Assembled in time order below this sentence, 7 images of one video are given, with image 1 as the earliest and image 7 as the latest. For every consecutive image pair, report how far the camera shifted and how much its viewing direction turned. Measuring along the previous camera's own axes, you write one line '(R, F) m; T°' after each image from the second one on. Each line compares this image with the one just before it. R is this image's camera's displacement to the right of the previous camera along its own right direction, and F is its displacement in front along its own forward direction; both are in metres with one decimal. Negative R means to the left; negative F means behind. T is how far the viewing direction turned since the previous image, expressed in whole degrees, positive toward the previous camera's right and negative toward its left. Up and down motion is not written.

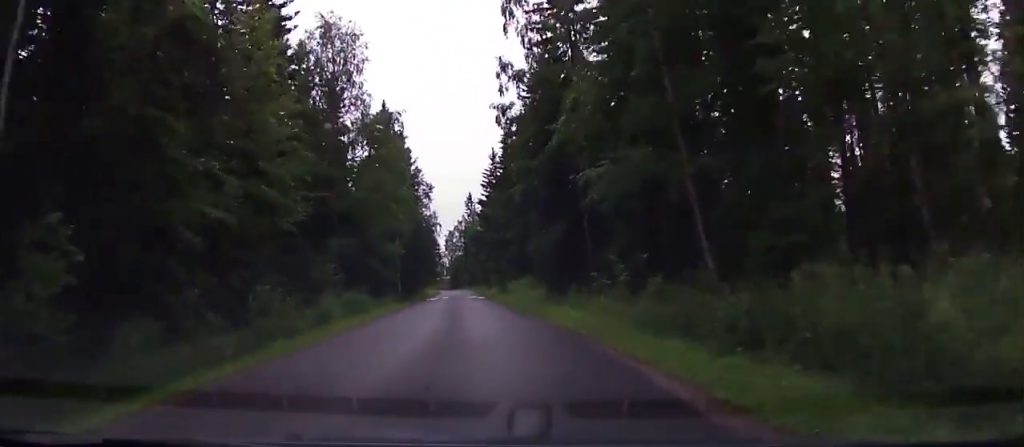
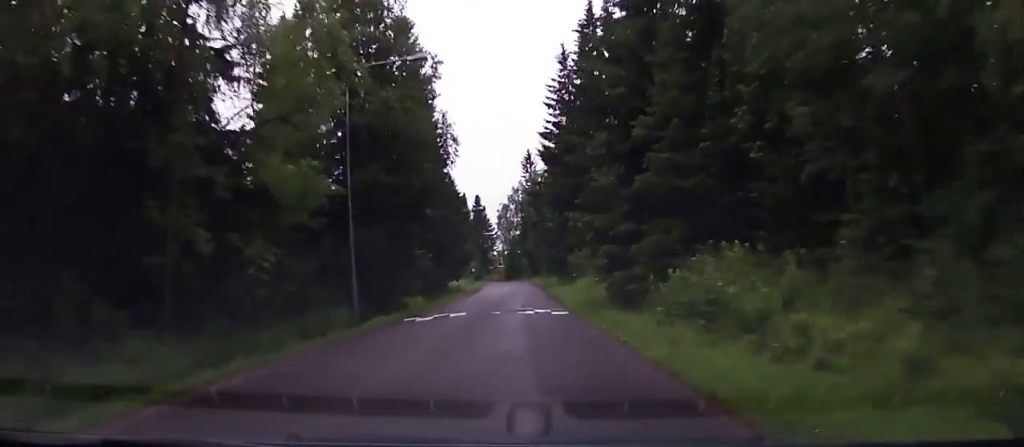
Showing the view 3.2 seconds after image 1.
(-3.7, +34.6) m; -9°
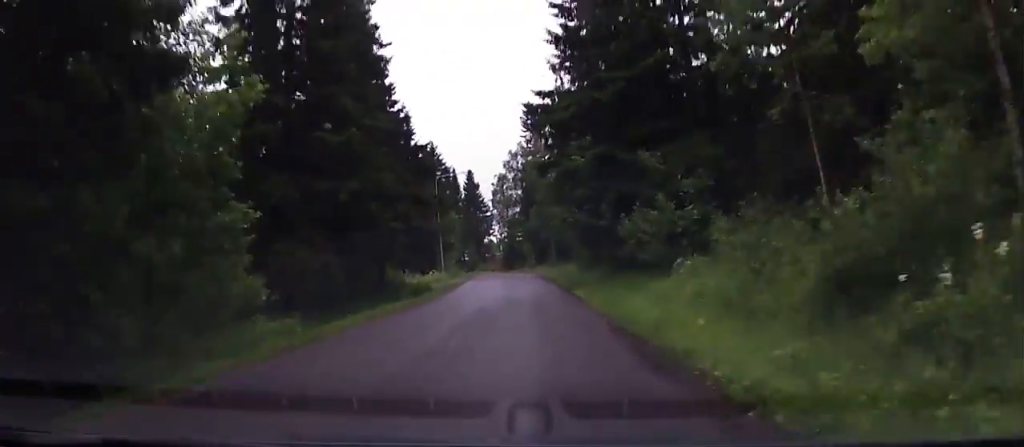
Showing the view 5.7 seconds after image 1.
(-0.3, +24.6) m; +1°
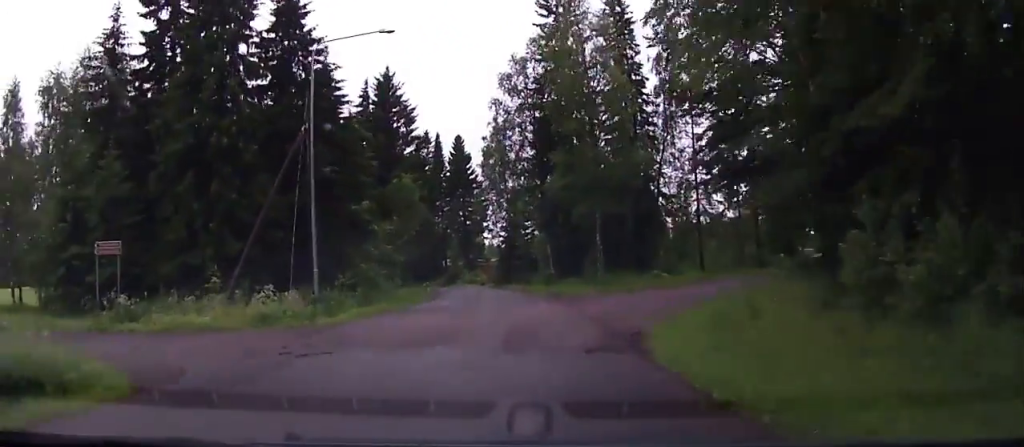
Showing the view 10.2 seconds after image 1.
(+2.1, +37.6) m; +3°
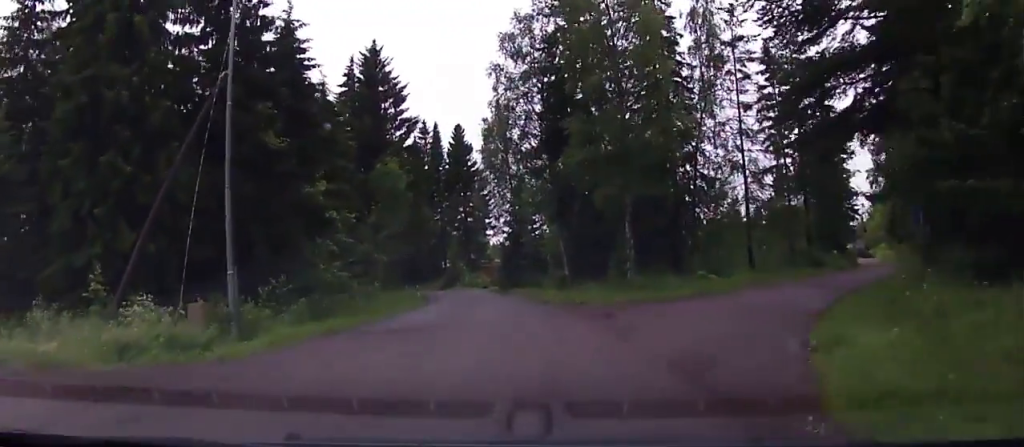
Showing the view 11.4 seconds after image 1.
(-0.4, +8.6) m; 0°
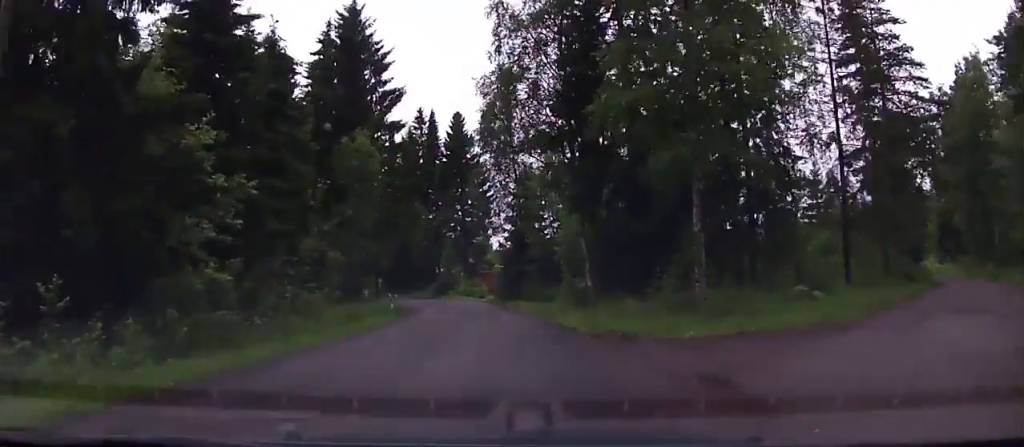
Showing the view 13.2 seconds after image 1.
(+0.5, +12.1) m; -3°
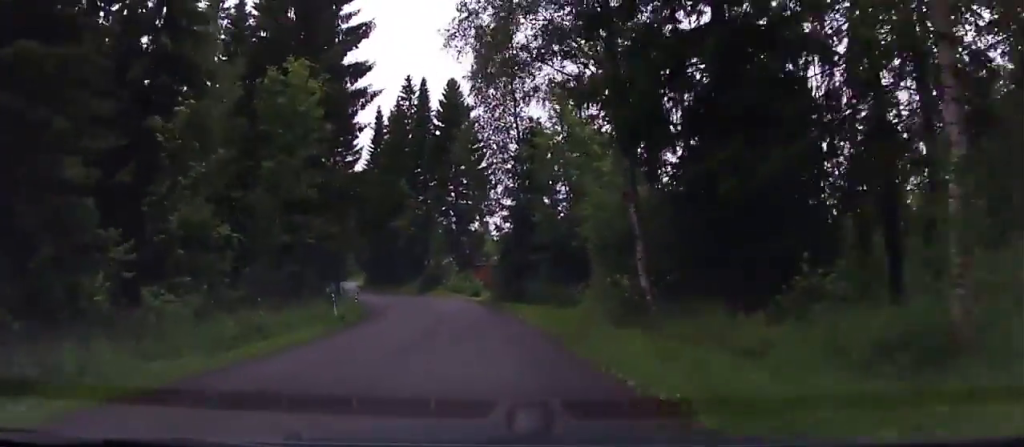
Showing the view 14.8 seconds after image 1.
(-0.8, +11.3) m; -4°
